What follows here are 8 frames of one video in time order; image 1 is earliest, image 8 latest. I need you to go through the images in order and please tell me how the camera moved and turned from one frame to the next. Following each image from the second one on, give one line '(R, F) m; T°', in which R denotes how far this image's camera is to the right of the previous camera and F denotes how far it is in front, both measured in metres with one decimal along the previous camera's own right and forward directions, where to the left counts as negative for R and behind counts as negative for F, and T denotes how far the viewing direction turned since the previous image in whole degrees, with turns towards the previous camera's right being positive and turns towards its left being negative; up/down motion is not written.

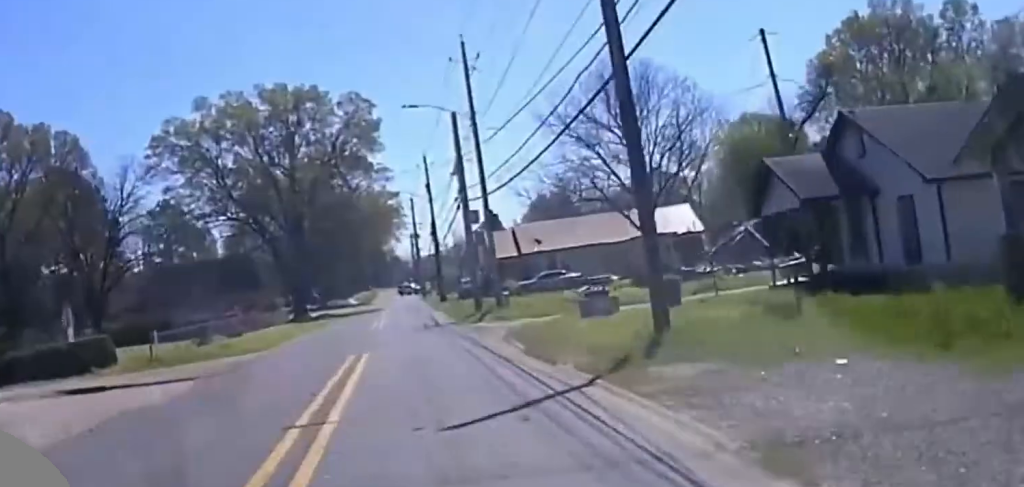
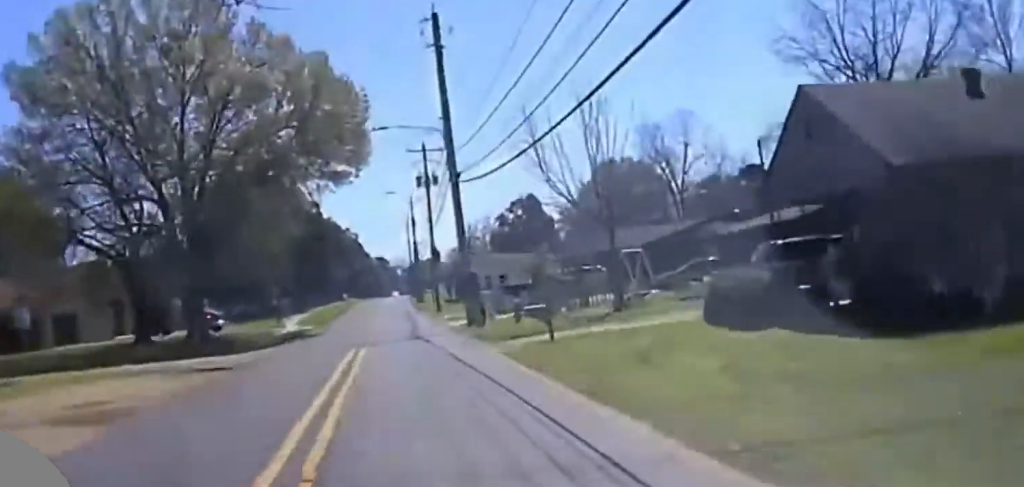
(+0.3, +97.8) m; +1°
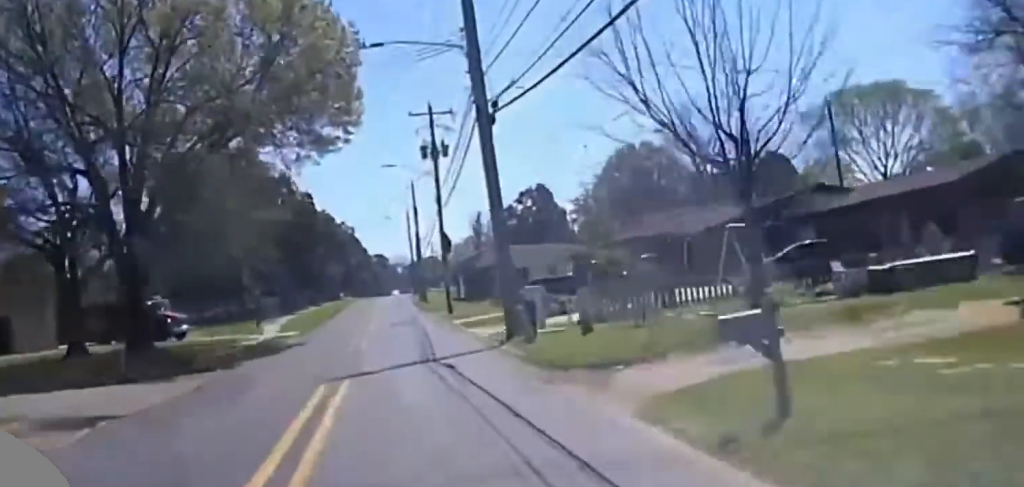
(-0.1, +13.9) m; 0°
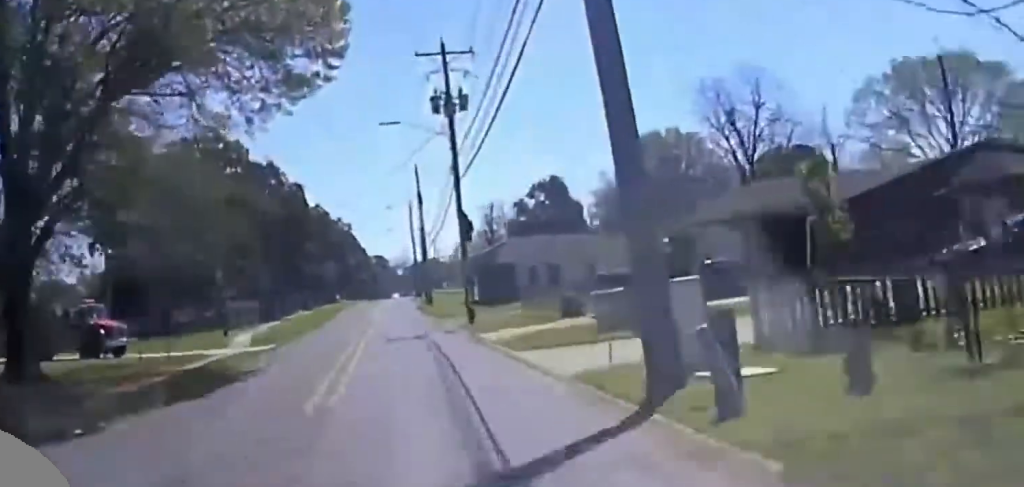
(0.0, +17.3) m; 0°
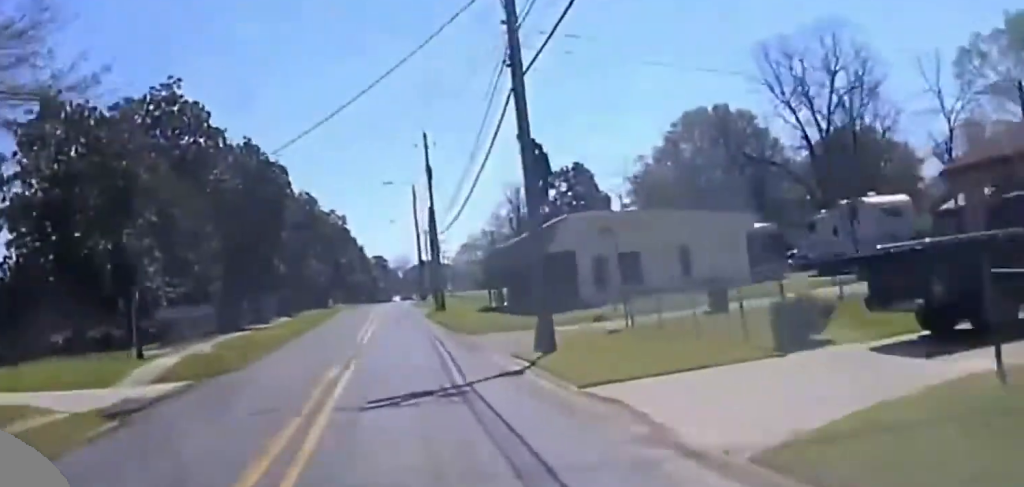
(-0.1, +23.3) m; 0°
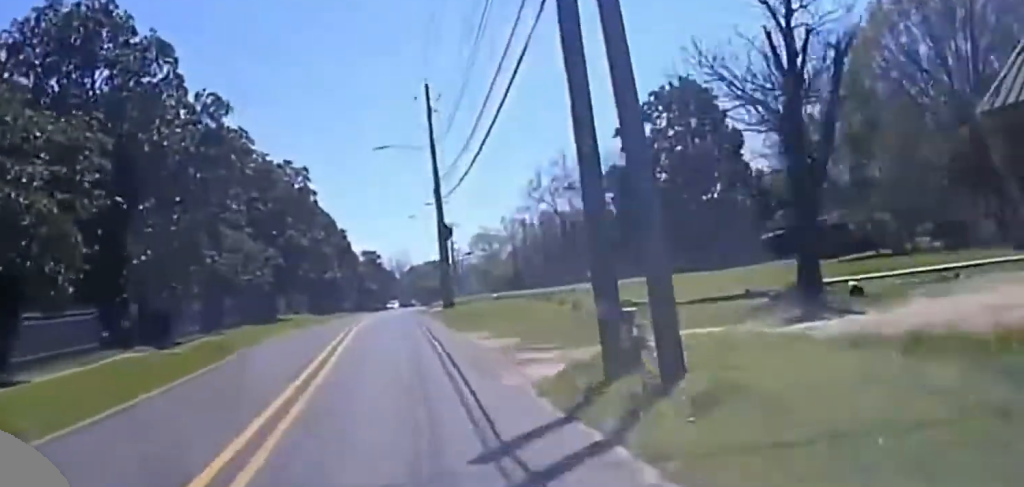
(+0.4, +60.5) m; +1°
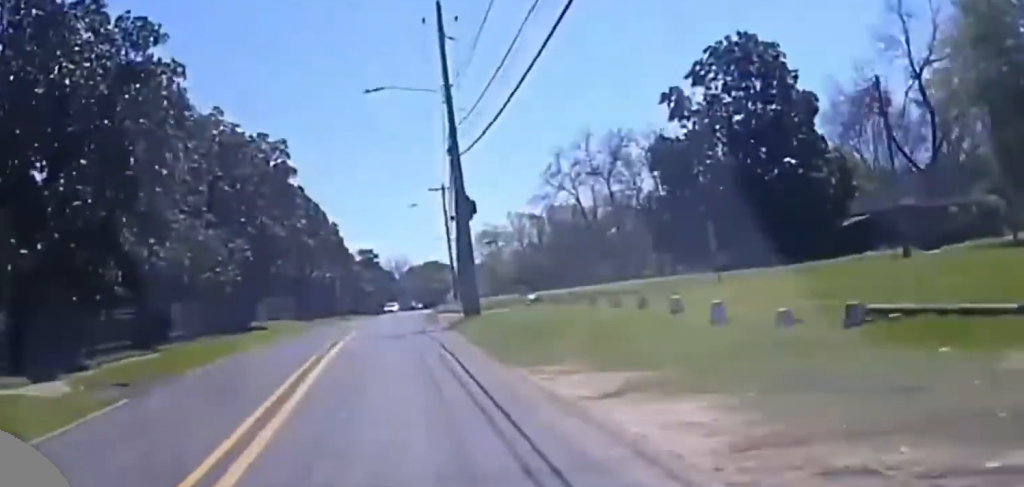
(-0.1, +16.2) m; 0°
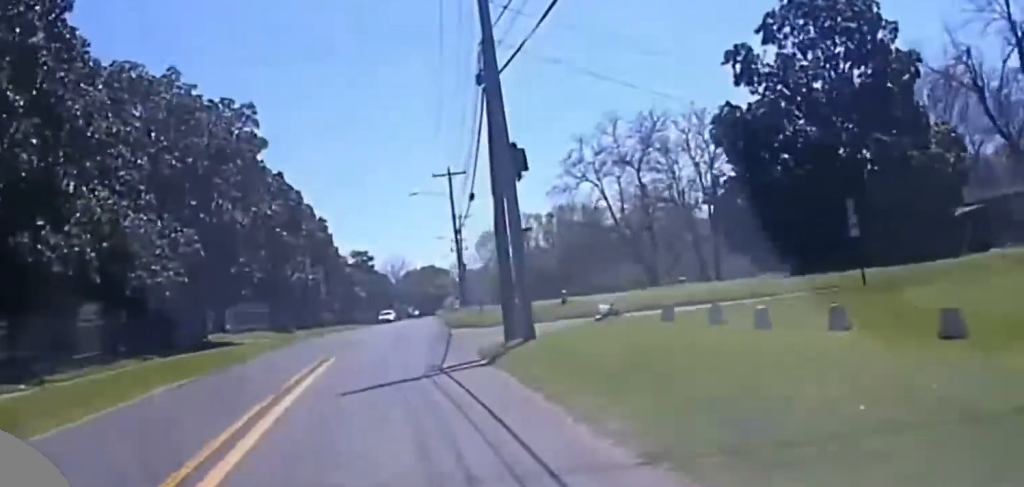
(0.0, +15.0) m; 0°
